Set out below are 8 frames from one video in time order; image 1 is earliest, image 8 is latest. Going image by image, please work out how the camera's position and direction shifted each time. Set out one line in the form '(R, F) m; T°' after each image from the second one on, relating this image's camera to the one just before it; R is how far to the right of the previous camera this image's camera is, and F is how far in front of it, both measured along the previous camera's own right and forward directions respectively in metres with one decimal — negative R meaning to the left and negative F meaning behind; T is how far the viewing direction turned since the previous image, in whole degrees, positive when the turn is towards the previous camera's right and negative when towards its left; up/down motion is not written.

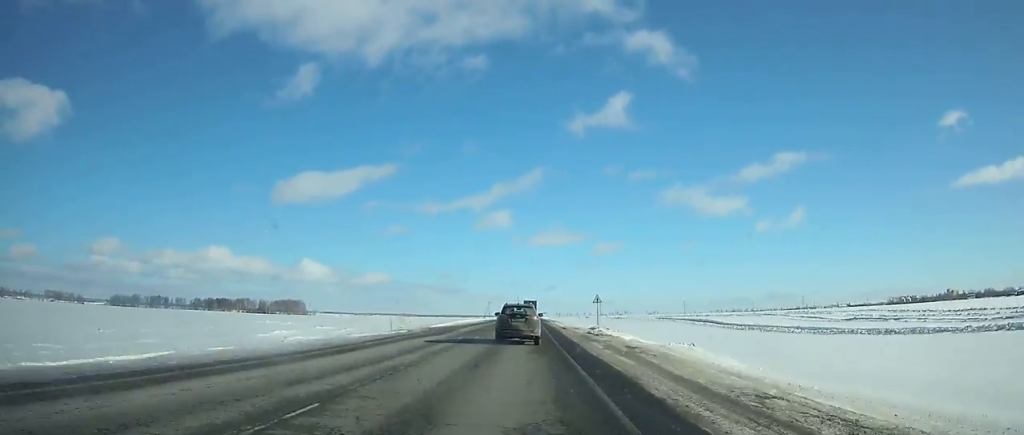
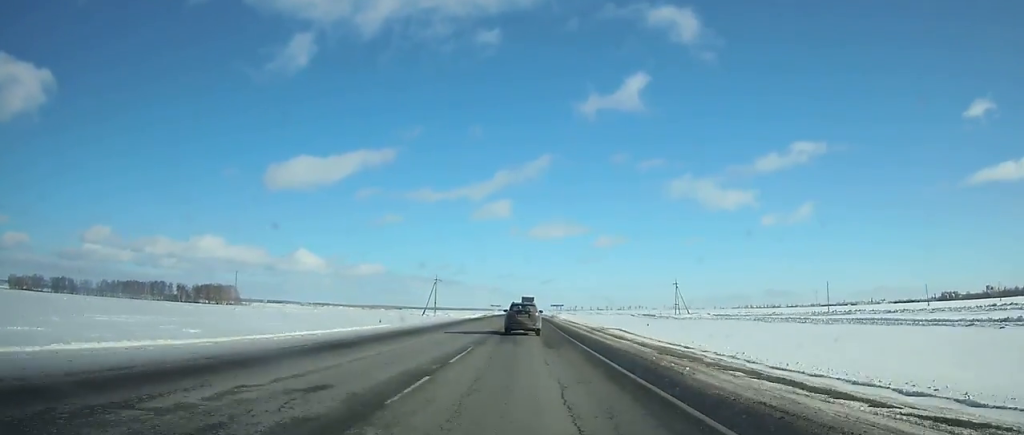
(-0.3, +190.6) m; 0°
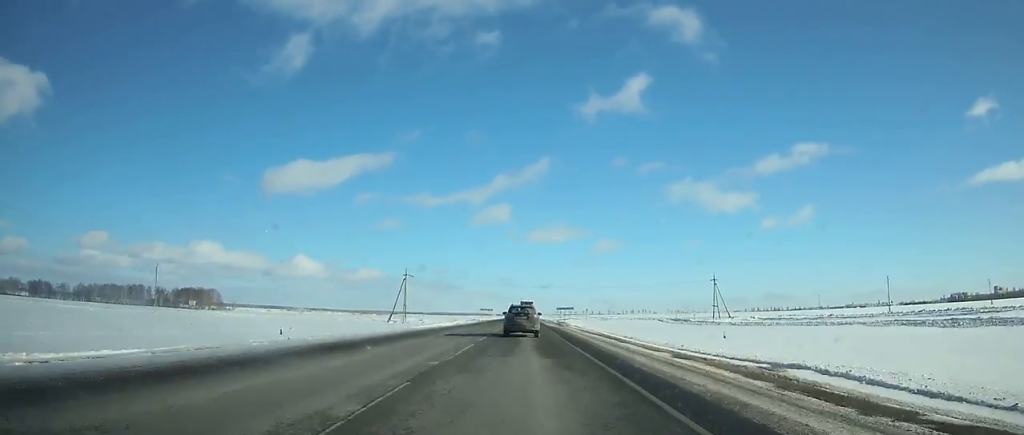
(0.0, +36.0) m; 0°
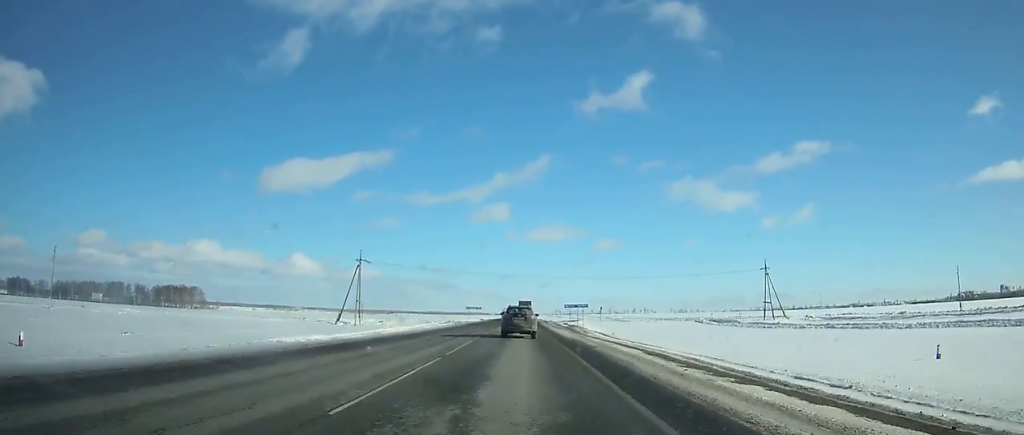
(+0.1, +31.5) m; 0°
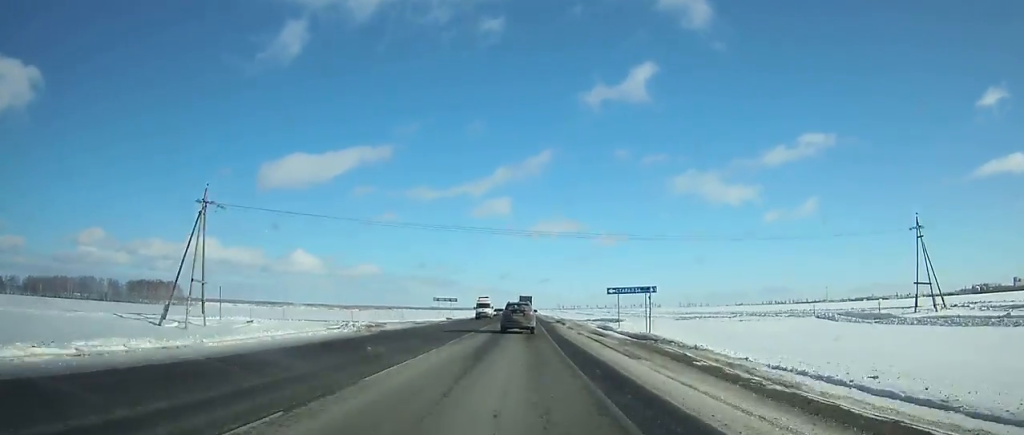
(+0.1, +43.8) m; 0°
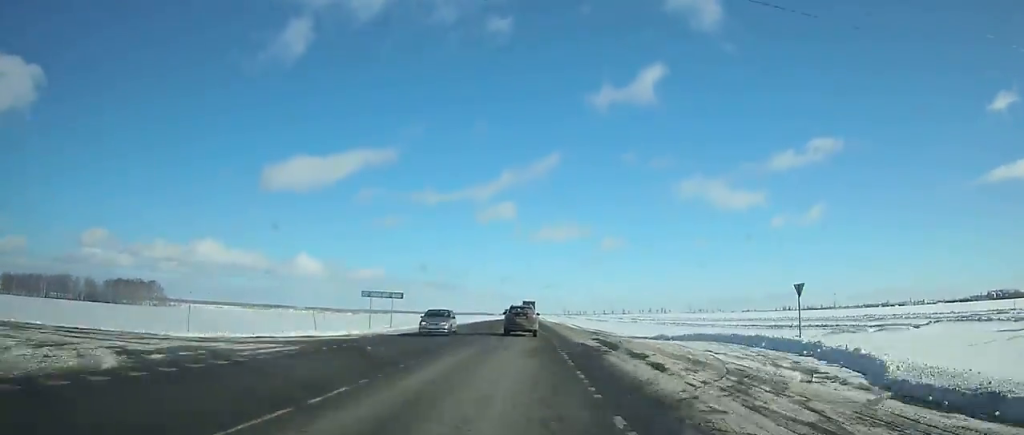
(-0.1, +36.8) m; 0°
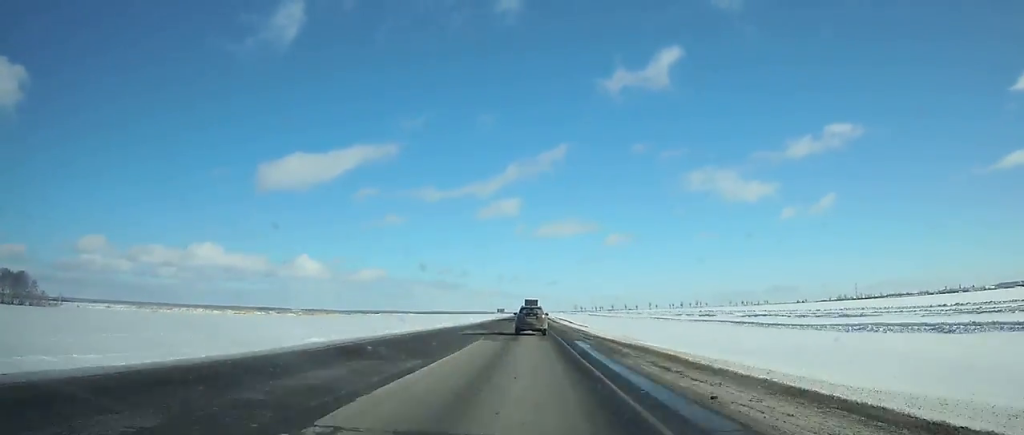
(-0.5, +158.4) m; 0°
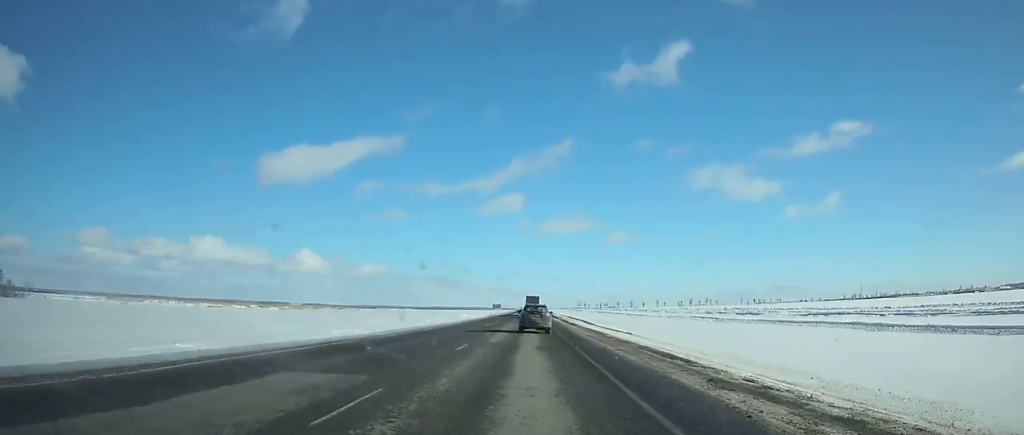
(-0.1, +32.2) m; 0°
